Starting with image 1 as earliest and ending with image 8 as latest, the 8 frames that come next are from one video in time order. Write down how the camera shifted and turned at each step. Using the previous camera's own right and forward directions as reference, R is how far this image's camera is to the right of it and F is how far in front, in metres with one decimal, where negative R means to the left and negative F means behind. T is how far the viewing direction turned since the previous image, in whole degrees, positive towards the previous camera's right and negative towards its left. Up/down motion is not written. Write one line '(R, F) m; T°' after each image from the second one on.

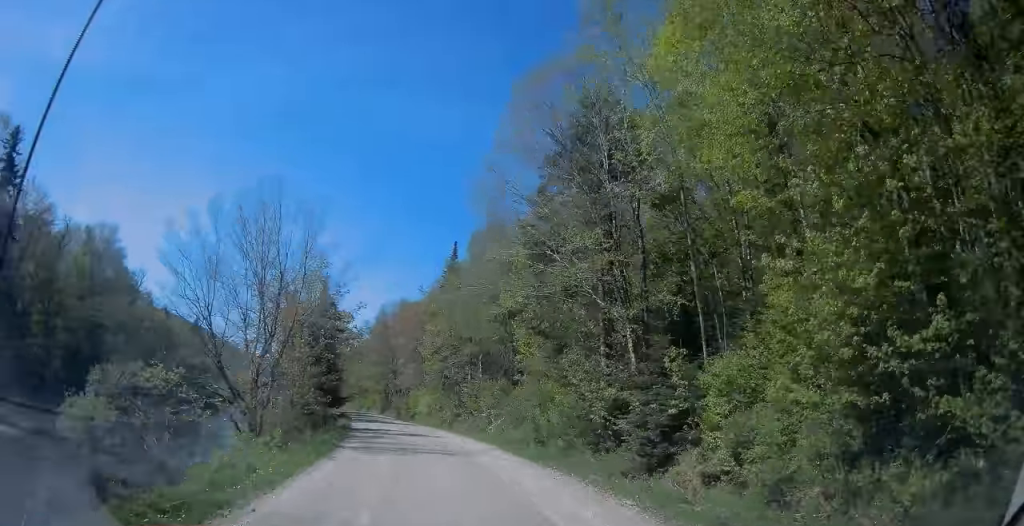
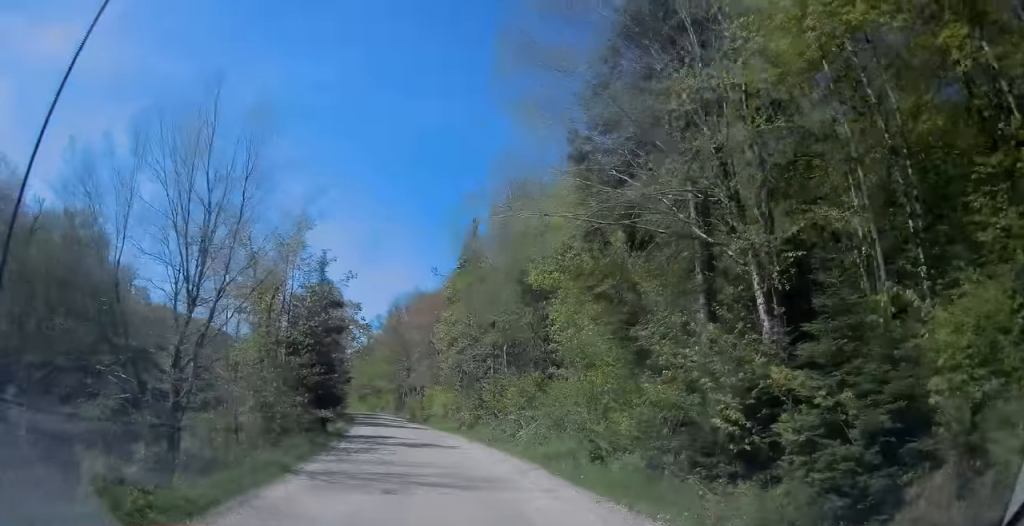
(-0.1, +8.2) m; -3°
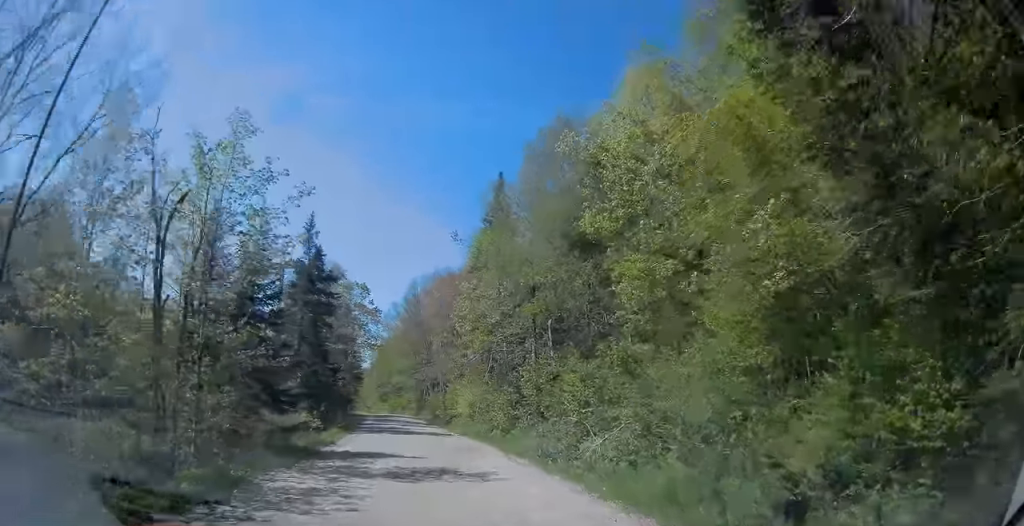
(-0.4, +10.8) m; -3°
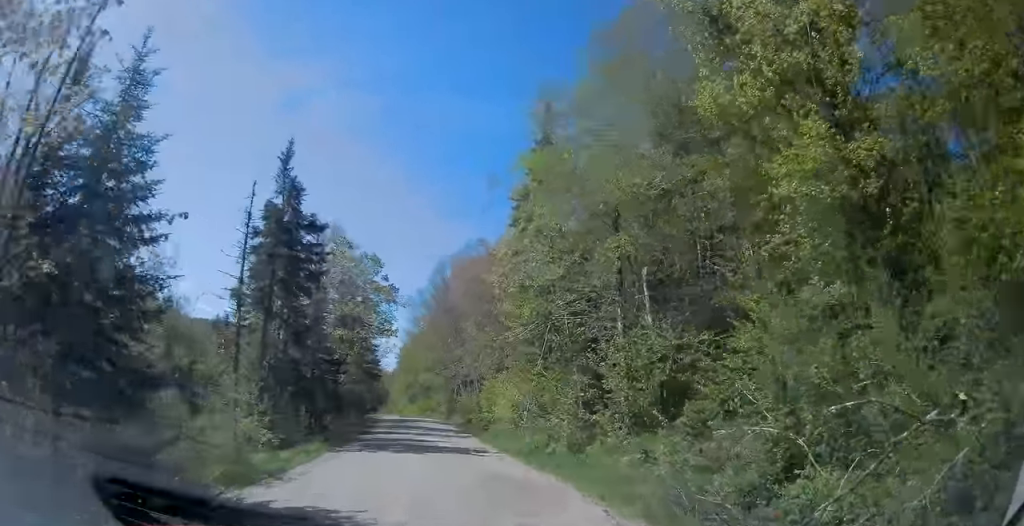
(-0.1, +11.5) m; -1°
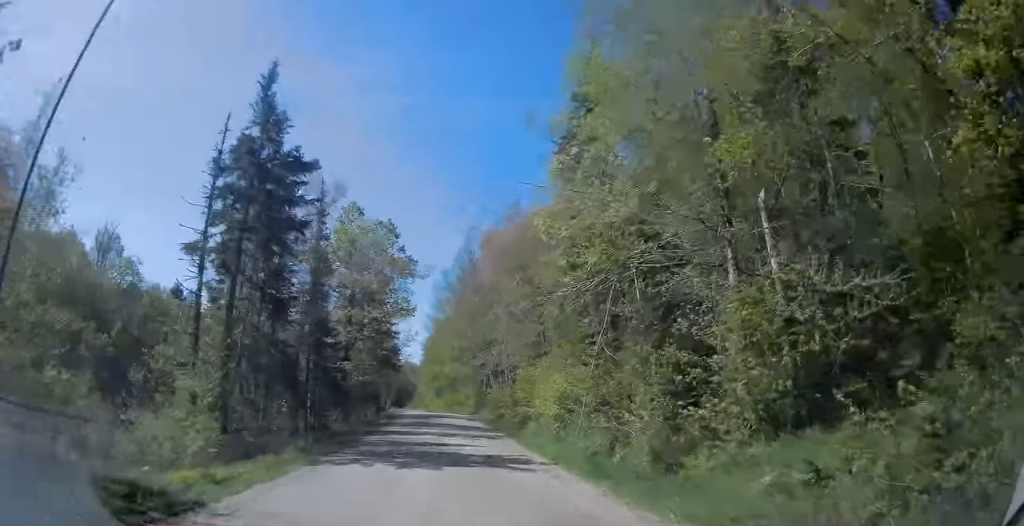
(+0.1, +6.3) m; -1°
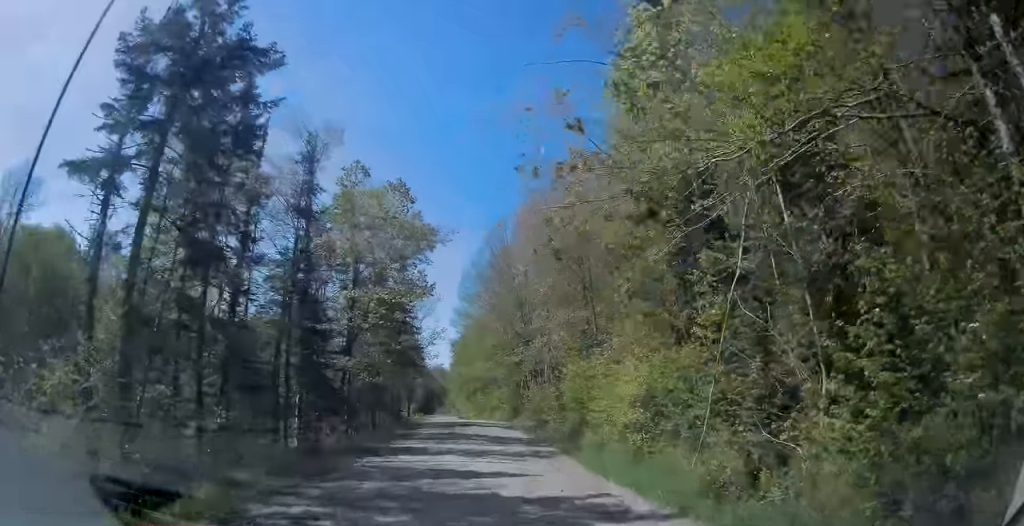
(-0.2, +7.4) m; -2°
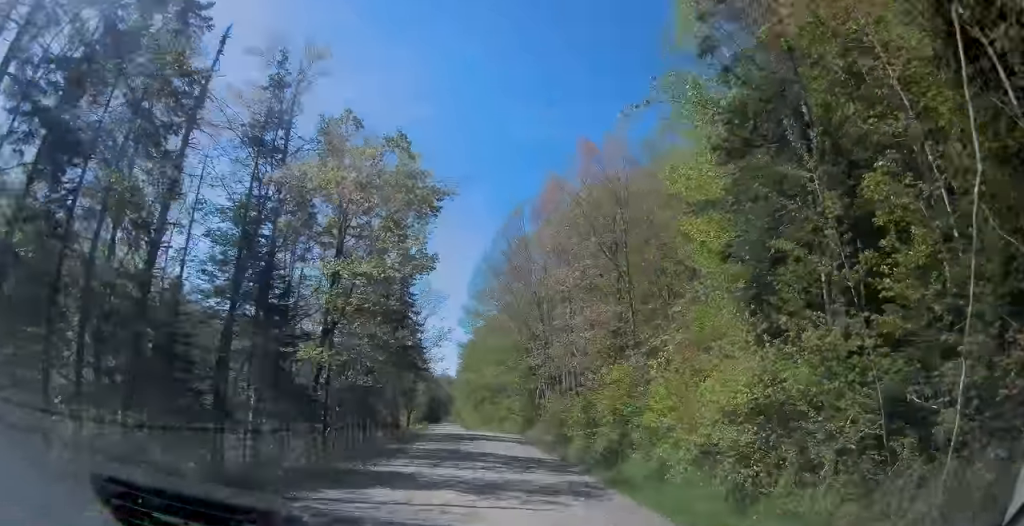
(-0.1, +5.9) m; -2°
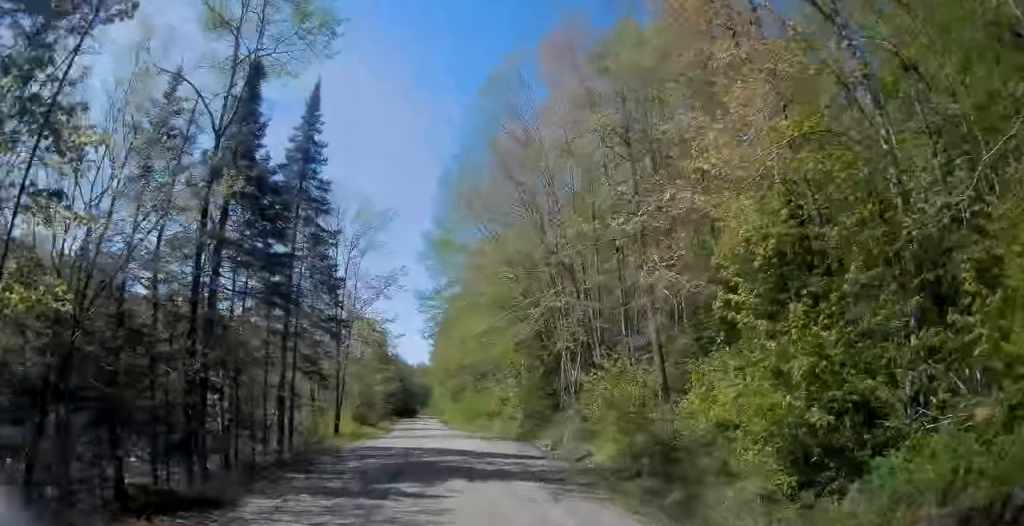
(-1.4, +19.6) m; -5°
